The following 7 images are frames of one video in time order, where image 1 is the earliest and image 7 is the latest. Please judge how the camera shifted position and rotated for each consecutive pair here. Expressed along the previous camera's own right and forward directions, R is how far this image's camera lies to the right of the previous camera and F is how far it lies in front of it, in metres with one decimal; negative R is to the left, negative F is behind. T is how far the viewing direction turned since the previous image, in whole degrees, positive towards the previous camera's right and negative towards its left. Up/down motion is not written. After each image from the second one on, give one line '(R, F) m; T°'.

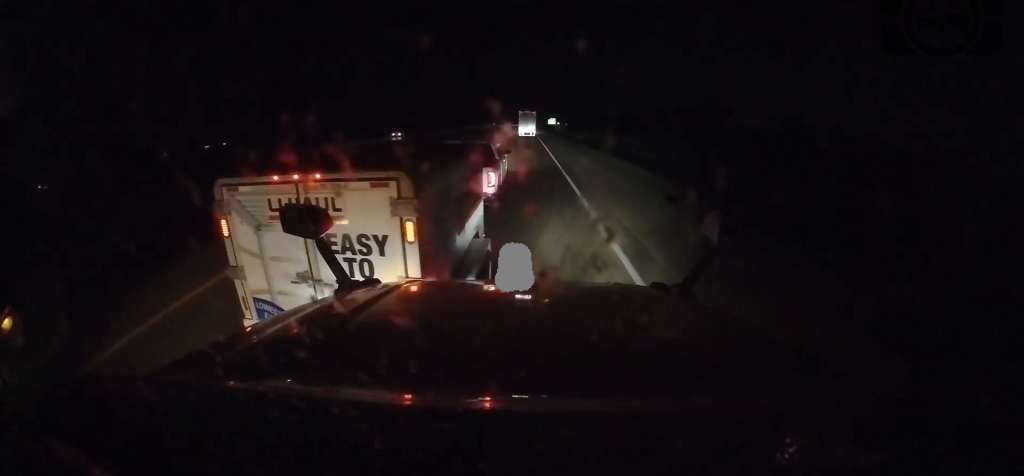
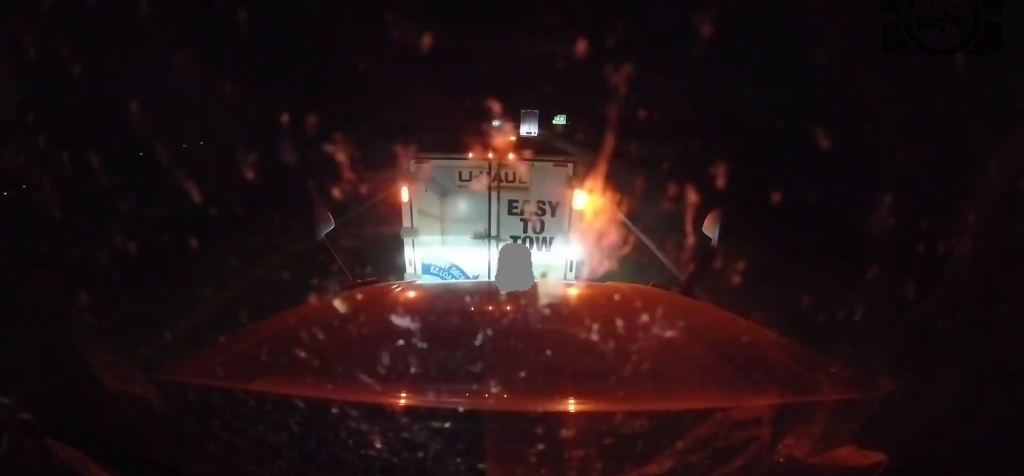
(-0.6, +69.9) m; -1°
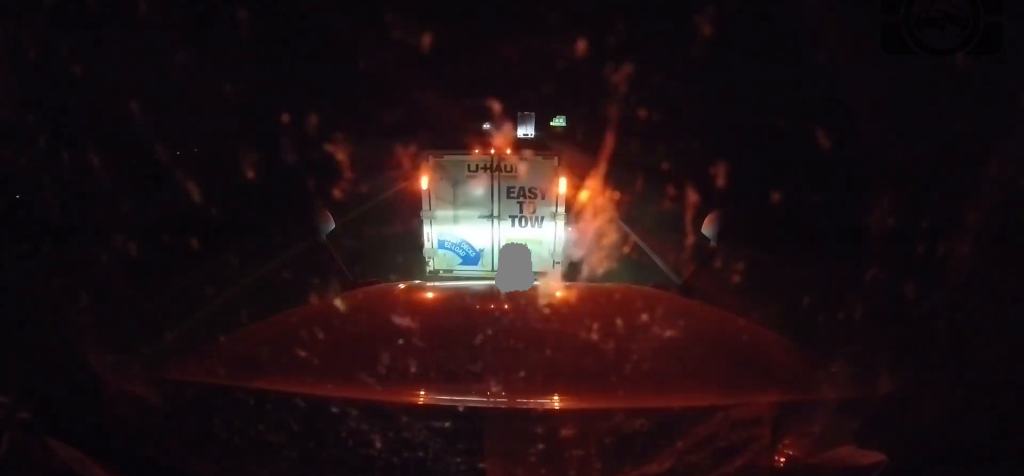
(-0.1, +10.4) m; +1°
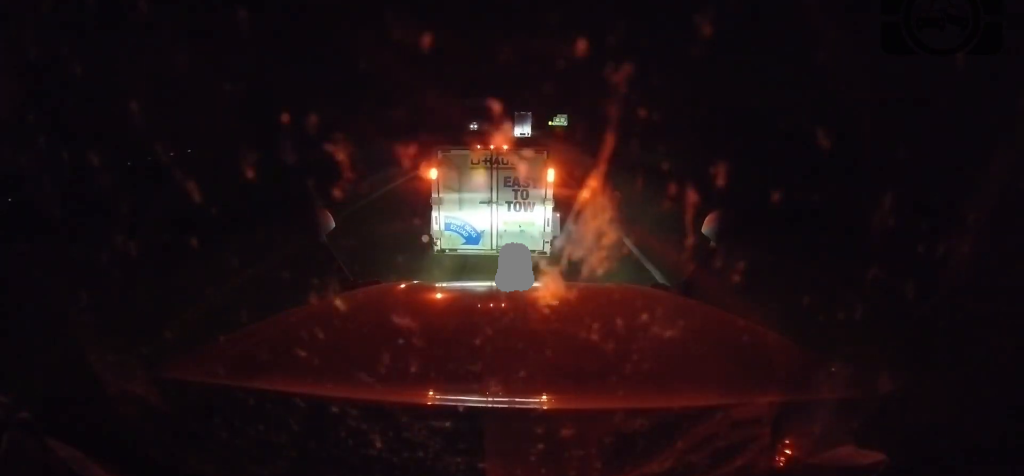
(0.0, +13.5) m; +1°
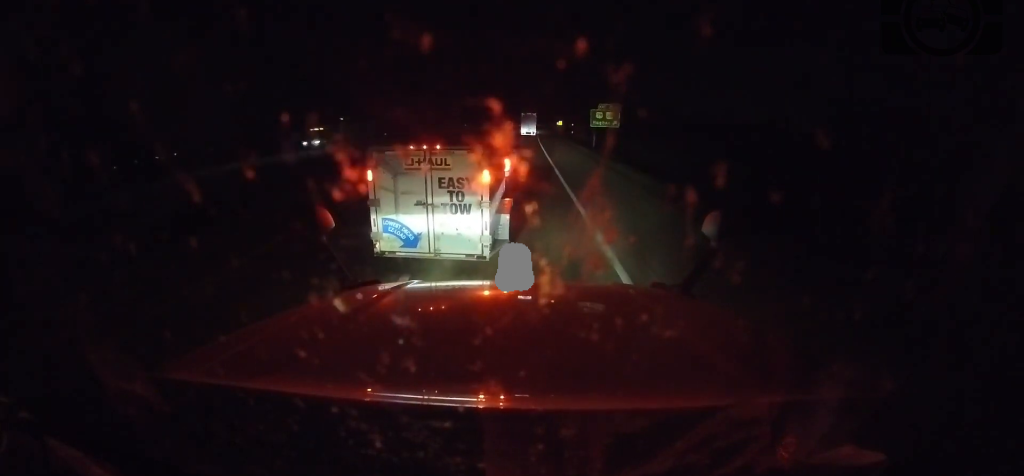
(+1.0, +54.5) m; +1°
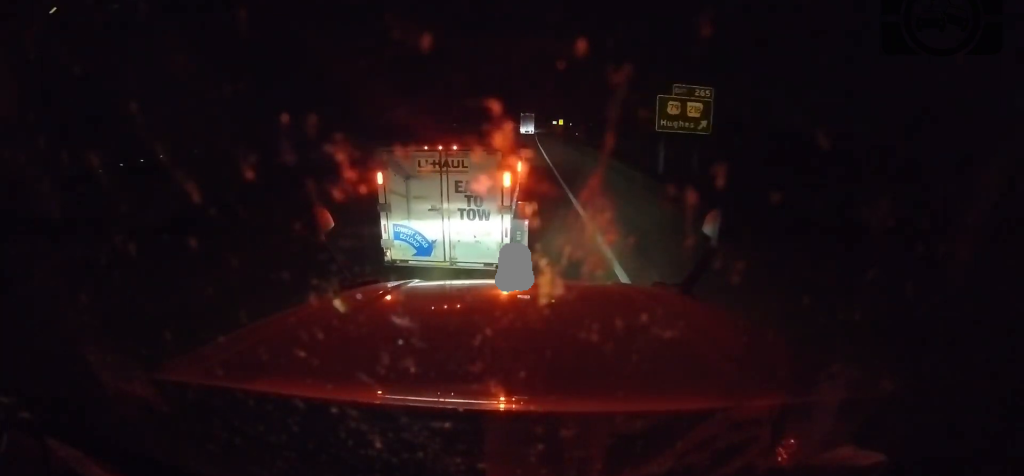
(-0.1, +25.2) m; +2°
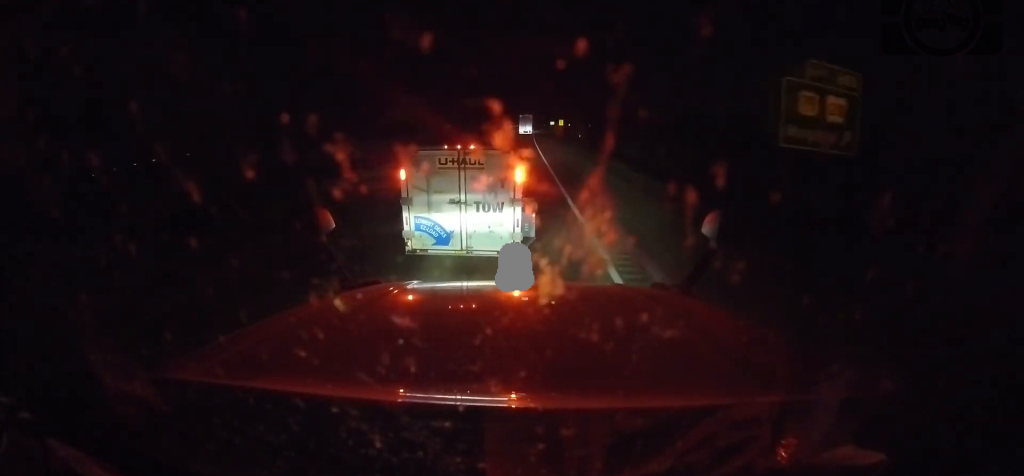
(+0.3, +12.2) m; +2°
